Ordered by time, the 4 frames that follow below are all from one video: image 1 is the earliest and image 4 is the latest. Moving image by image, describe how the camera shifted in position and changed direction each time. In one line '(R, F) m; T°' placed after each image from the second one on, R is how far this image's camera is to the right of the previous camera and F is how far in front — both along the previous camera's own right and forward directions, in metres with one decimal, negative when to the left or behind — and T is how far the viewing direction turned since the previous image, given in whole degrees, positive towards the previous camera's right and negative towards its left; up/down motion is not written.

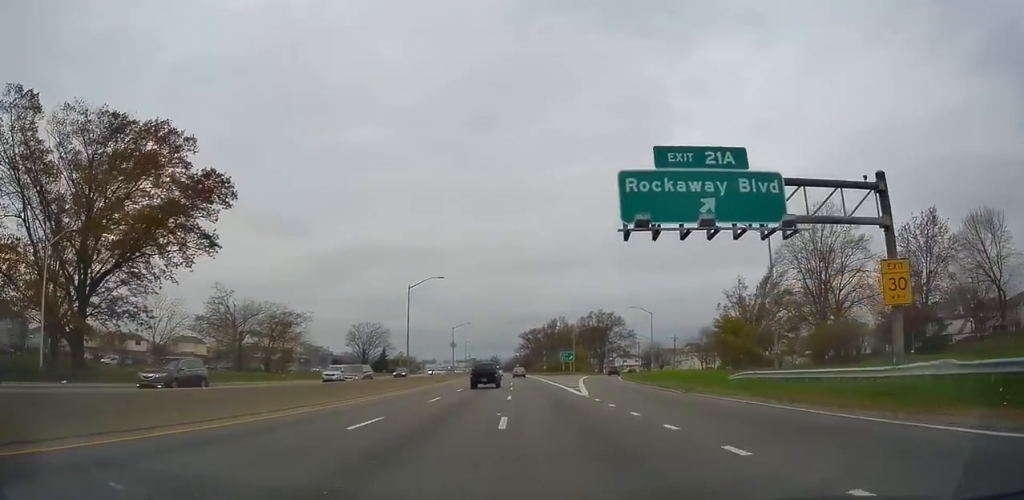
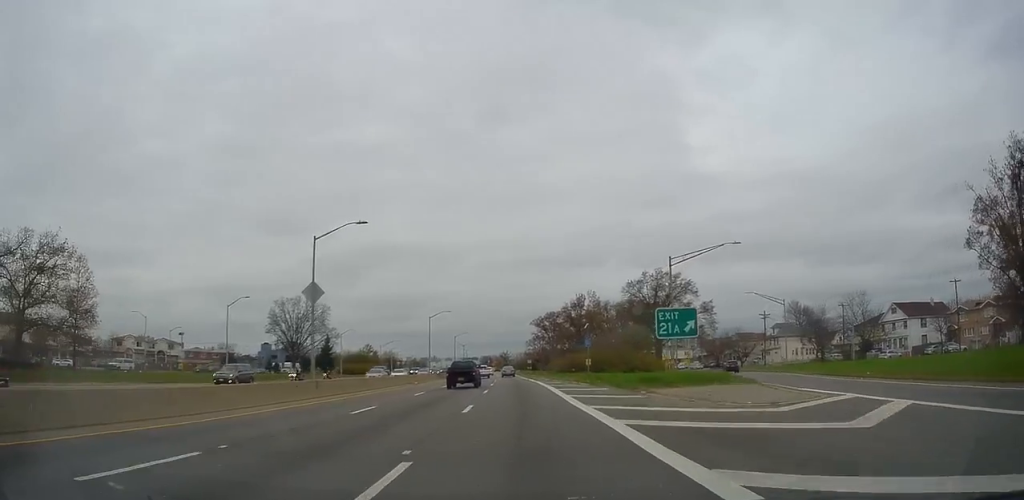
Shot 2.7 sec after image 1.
(-0.8, +68.0) m; 0°
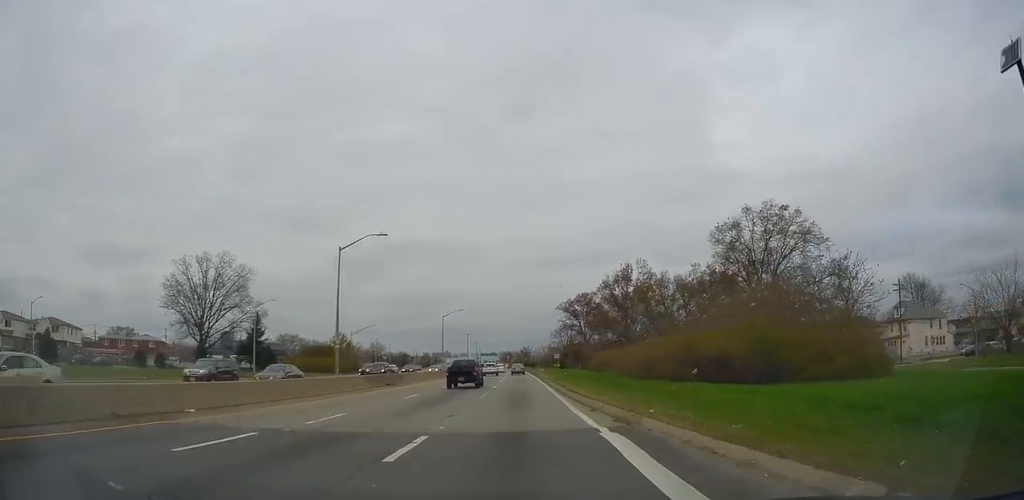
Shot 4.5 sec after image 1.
(-0.9, +45.6) m; -2°
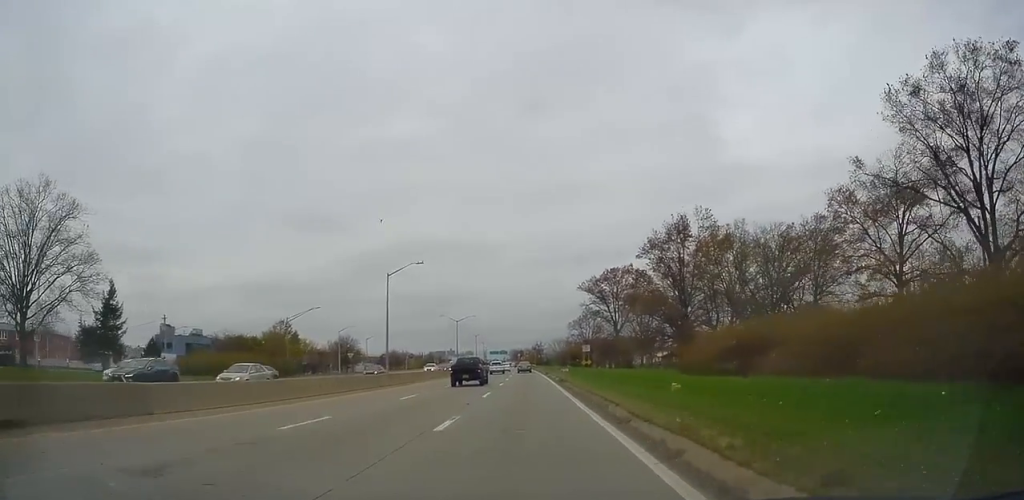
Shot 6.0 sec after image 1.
(-0.6, +38.6) m; -2°
